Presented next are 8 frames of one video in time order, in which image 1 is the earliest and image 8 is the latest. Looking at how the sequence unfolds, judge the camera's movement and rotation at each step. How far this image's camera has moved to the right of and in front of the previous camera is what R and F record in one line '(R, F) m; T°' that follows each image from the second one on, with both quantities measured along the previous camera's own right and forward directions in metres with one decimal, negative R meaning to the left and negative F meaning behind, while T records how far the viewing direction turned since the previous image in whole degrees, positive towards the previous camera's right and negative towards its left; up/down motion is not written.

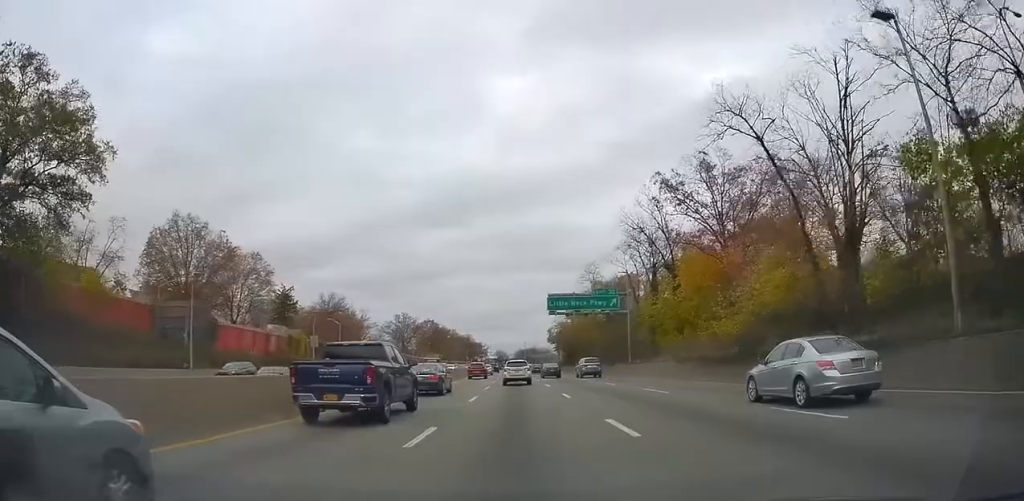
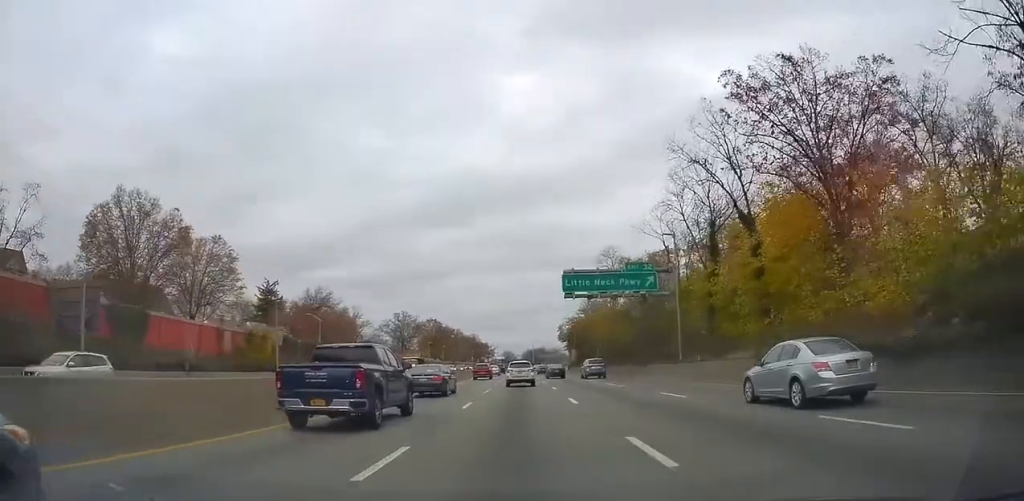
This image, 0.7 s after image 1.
(+0.3, +15.7) m; 0°
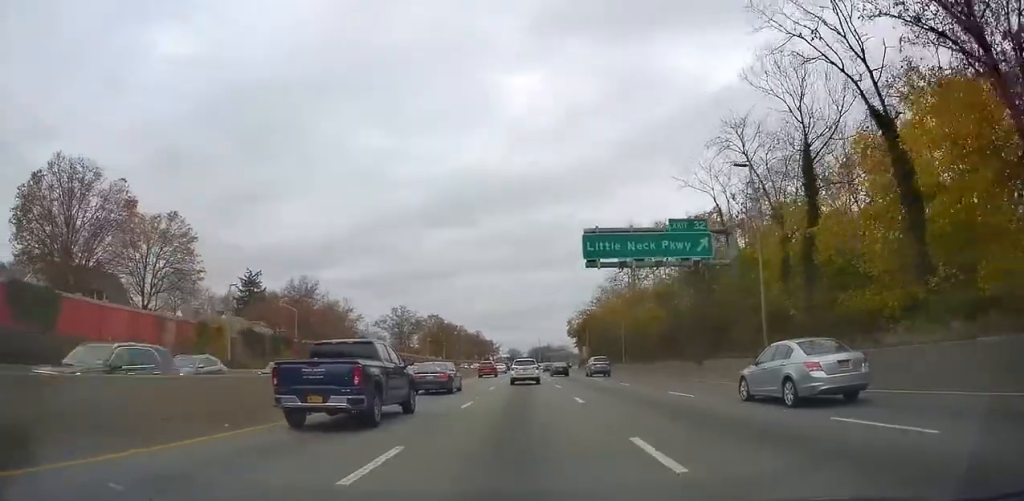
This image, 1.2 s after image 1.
(-0.1, +13.4) m; -1°
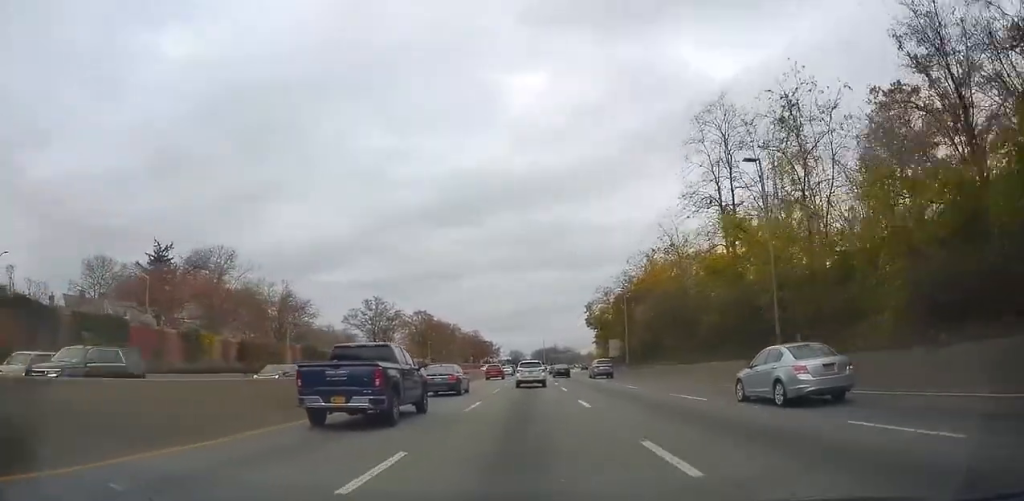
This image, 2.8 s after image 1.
(-1.1, +37.5) m; -3°
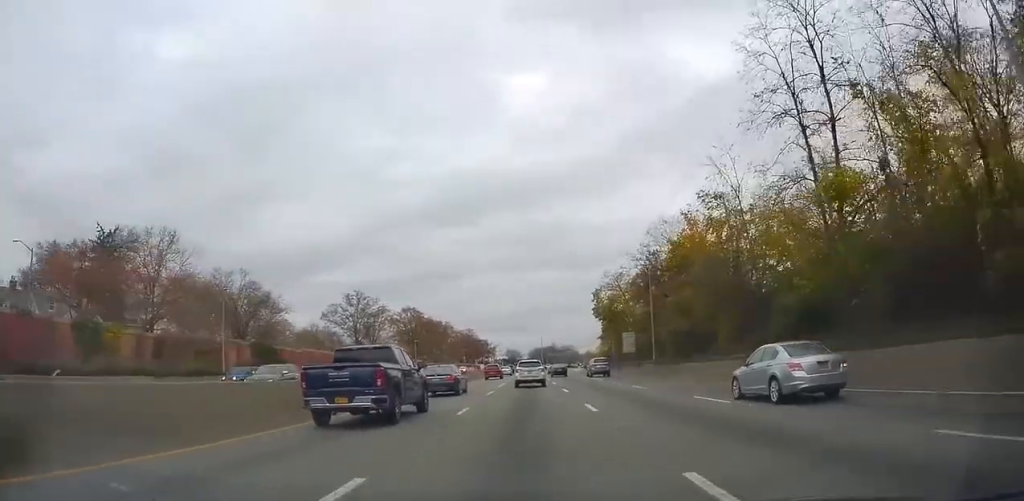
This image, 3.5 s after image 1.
(-0.3, +14.7) m; 0°
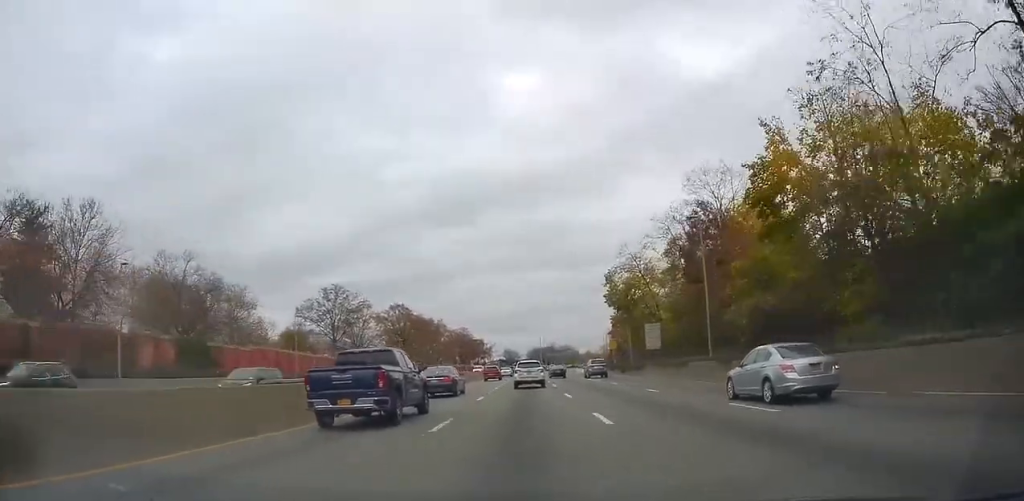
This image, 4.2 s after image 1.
(+0.1, +15.5) m; 0°
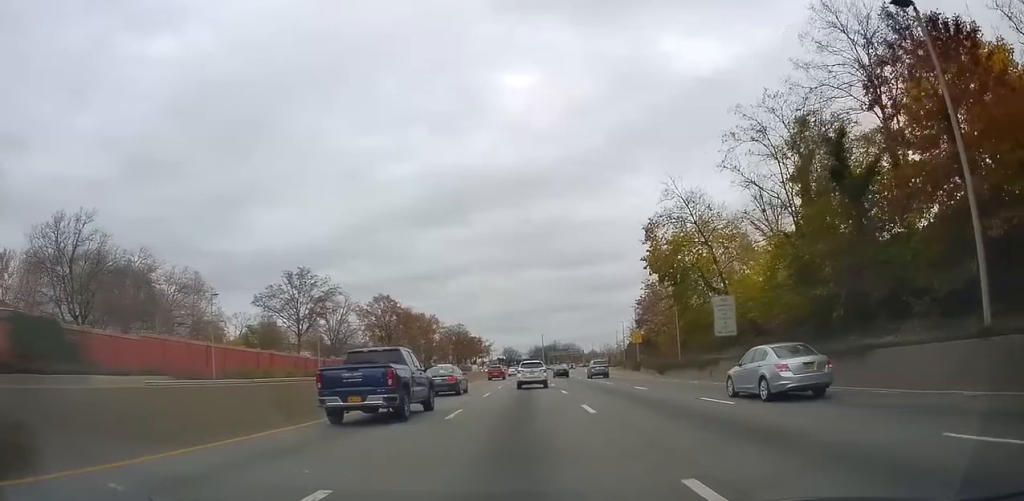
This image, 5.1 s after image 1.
(+0.1, +21.5) m; 0°
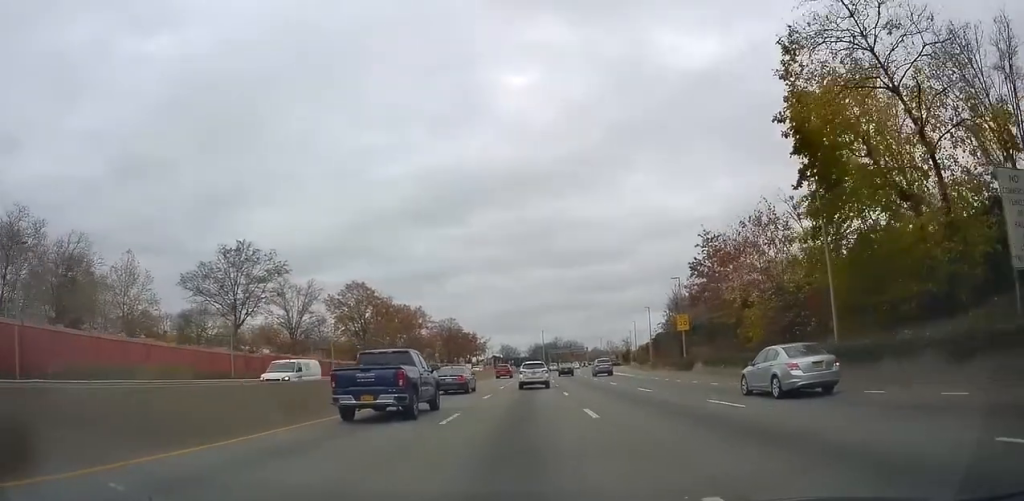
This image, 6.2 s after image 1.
(+0.1, +24.9) m; 0°
